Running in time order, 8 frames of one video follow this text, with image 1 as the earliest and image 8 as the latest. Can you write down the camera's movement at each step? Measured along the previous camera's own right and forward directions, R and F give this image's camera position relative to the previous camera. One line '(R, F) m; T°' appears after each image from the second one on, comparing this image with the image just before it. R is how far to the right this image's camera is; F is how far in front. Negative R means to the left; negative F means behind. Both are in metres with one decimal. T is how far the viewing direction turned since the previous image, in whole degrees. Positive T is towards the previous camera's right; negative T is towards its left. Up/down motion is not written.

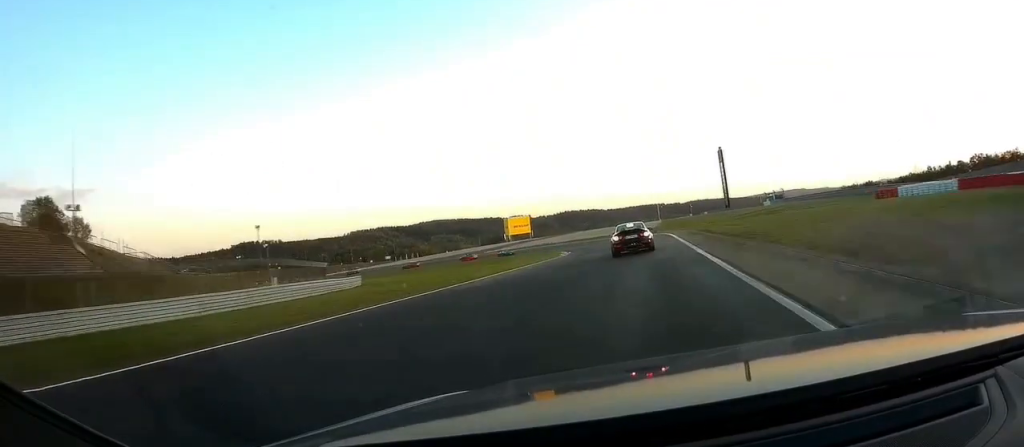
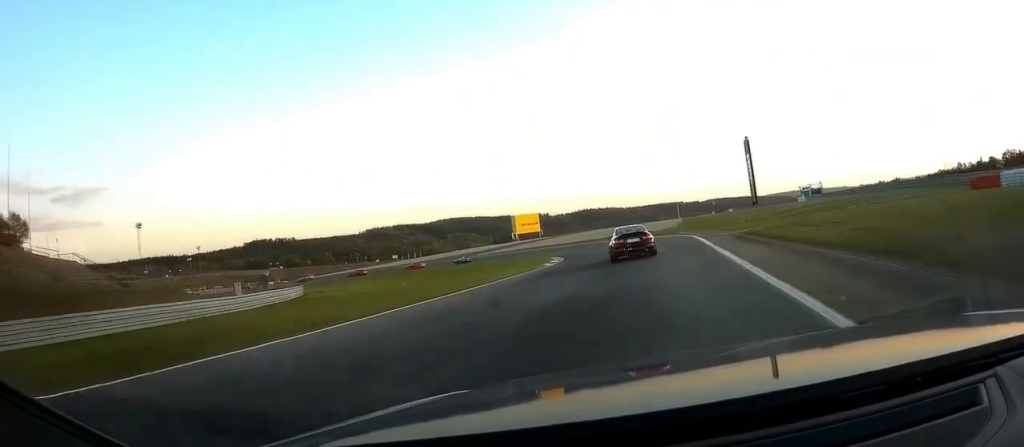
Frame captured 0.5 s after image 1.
(-0.3, +15.5) m; -3°
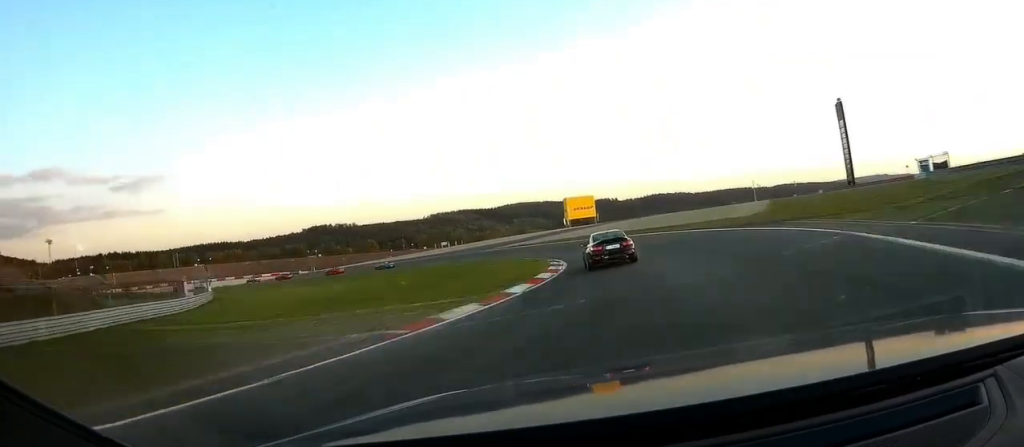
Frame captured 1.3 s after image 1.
(-1.2, +27.7) m; -9°
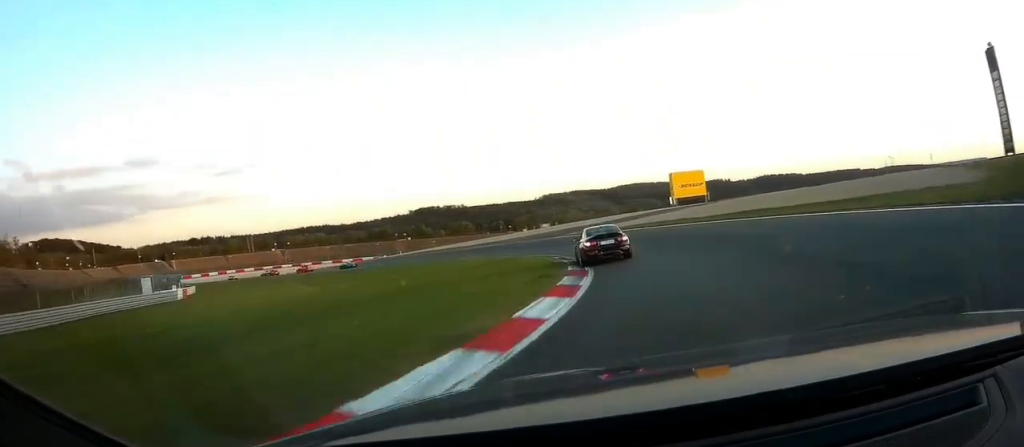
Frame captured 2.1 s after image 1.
(-1.7, +24.1) m; -13°
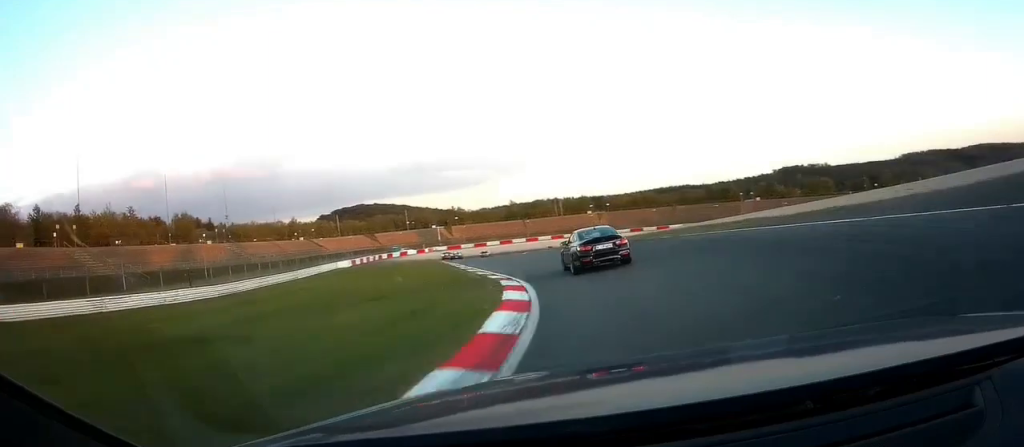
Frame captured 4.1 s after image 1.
(-17.6, +53.1) m; -35°
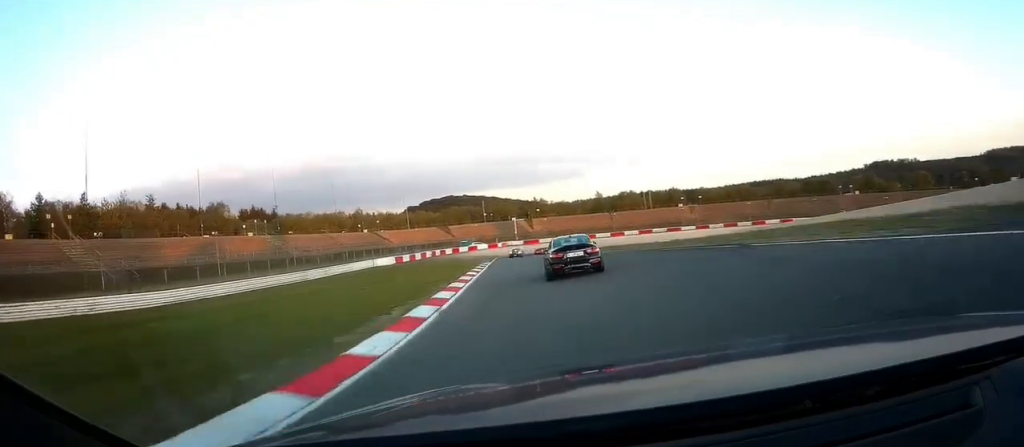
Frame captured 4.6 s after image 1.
(-2.0, +15.5) m; -7°
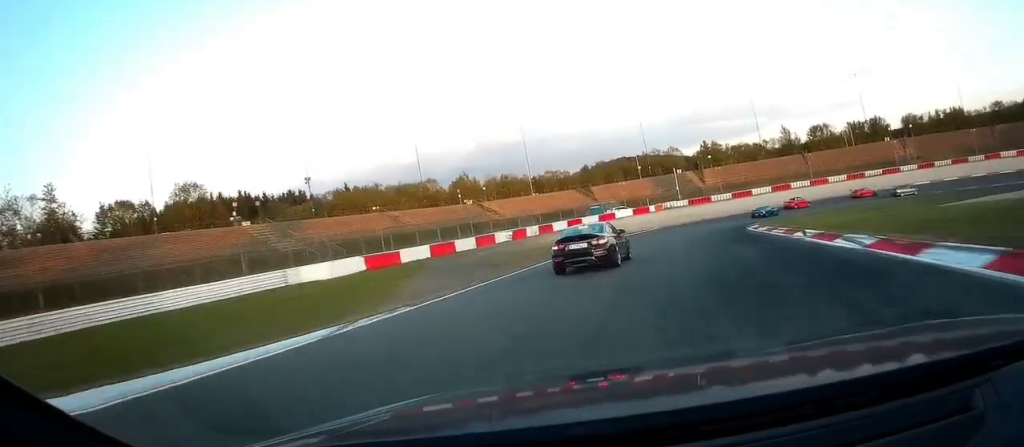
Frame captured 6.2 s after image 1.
(-6.4, +43.8) m; -11°
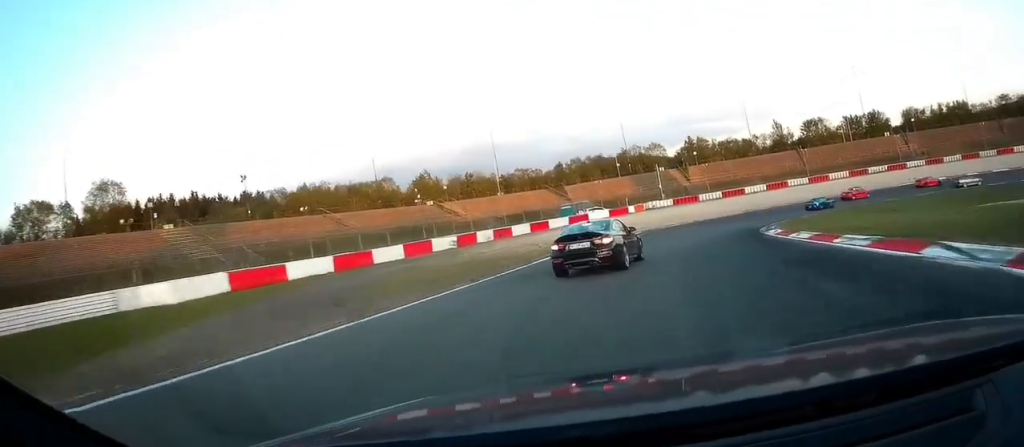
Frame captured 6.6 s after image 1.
(-0.3, +10.9) m; +2°
